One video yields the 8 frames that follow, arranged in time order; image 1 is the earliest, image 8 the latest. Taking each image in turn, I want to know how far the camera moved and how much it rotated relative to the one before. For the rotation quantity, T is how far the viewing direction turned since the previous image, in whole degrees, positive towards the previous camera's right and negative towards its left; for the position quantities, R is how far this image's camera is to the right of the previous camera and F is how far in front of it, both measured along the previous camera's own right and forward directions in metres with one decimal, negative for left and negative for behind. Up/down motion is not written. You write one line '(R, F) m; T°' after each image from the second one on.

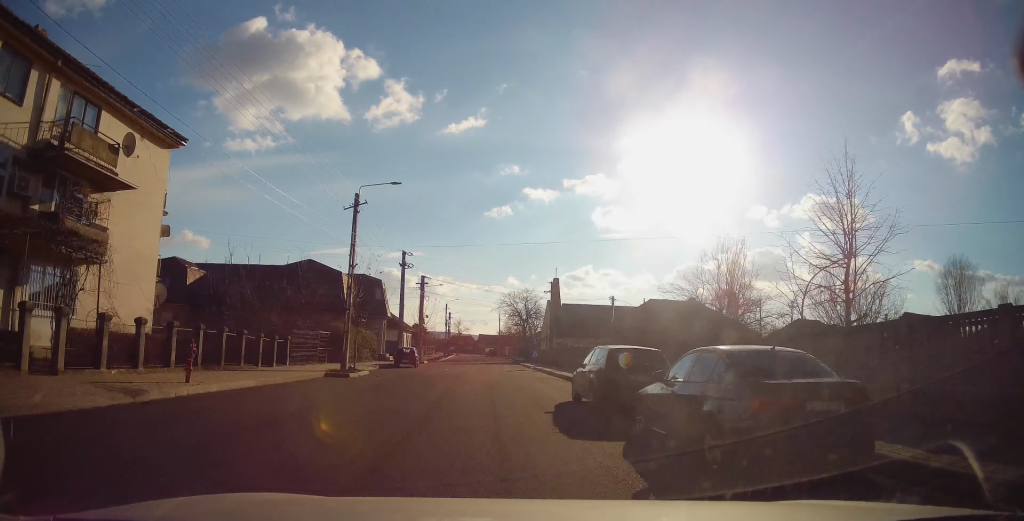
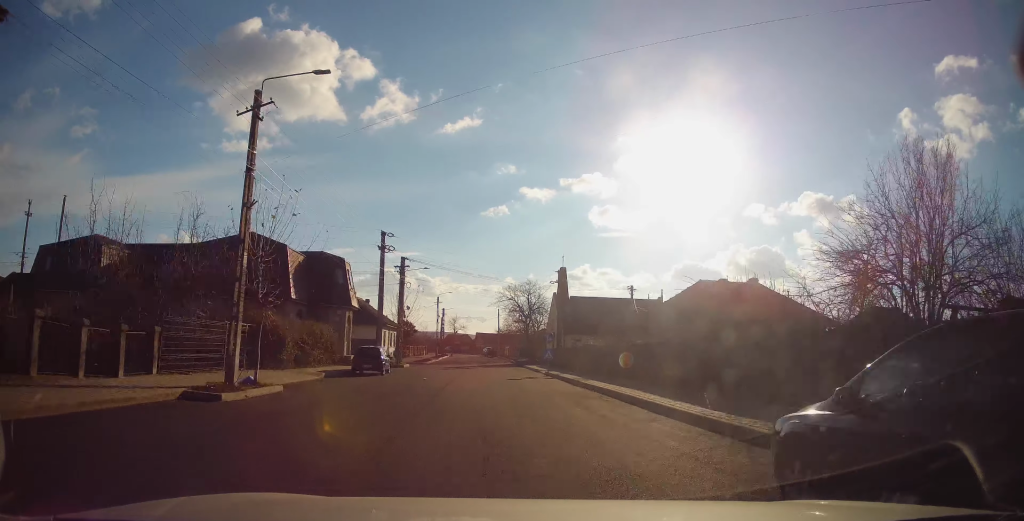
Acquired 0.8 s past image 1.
(+0.3, +10.5) m; +1°
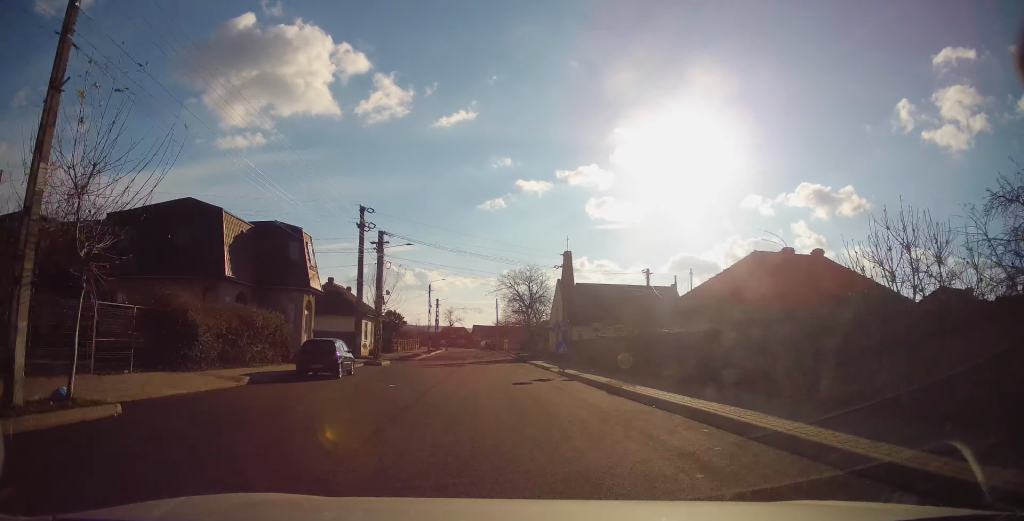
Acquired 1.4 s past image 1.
(0.0, +7.4) m; -1°
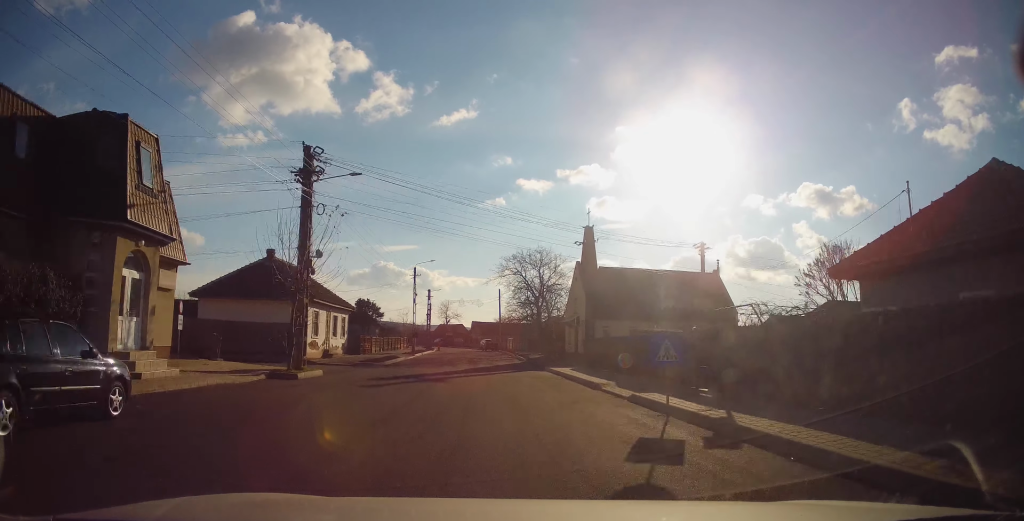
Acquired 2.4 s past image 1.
(-0.2, +14.3) m; -1°
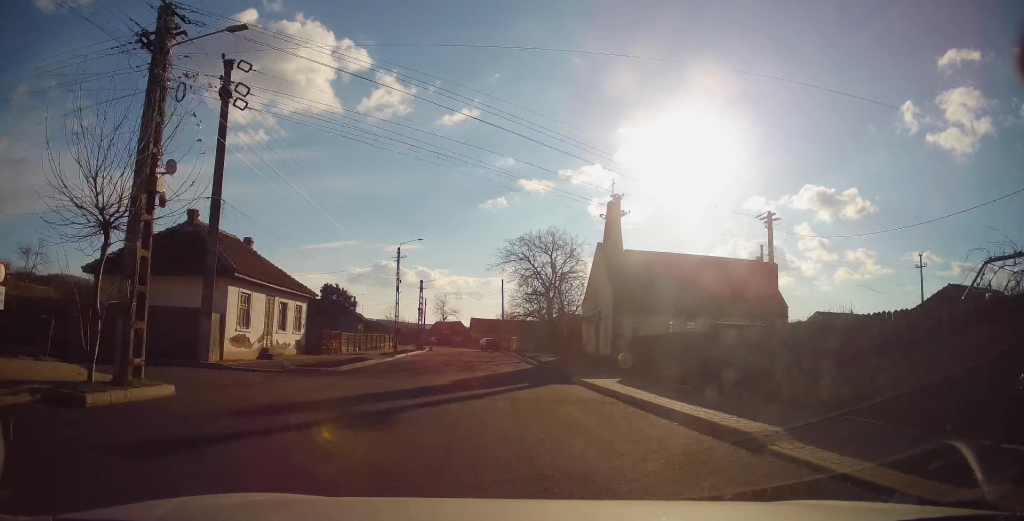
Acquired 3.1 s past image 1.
(-0.1, +10.7) m; 0°
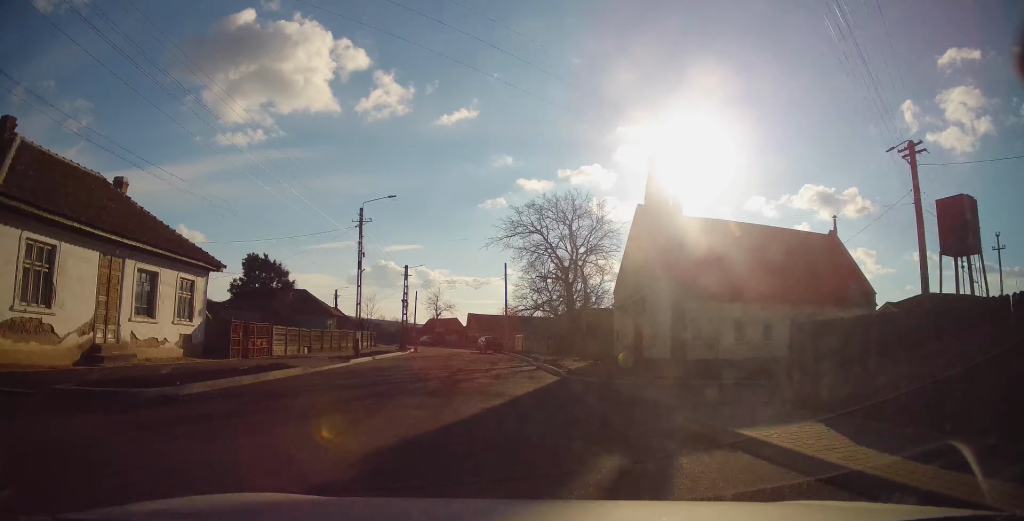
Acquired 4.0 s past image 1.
(+0.2, +12.4) m; 0°
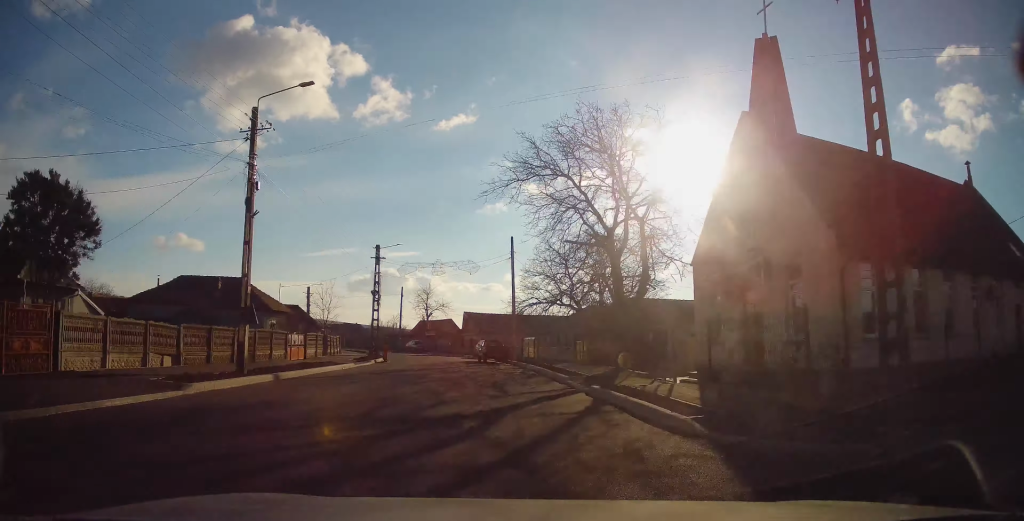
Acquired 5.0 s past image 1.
(-0.3, +14.8) m; 0°
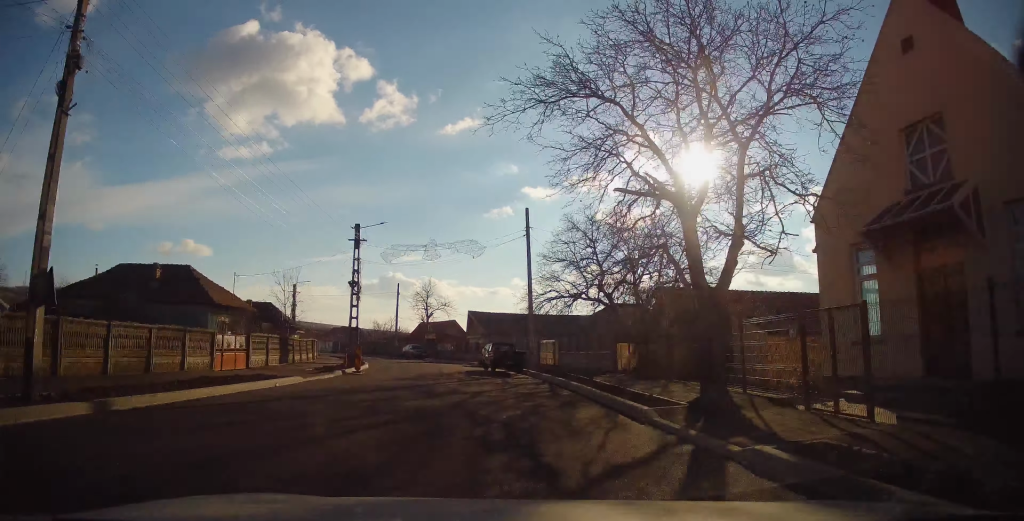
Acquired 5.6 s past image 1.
(+0.3, +8.7) m; -1°
